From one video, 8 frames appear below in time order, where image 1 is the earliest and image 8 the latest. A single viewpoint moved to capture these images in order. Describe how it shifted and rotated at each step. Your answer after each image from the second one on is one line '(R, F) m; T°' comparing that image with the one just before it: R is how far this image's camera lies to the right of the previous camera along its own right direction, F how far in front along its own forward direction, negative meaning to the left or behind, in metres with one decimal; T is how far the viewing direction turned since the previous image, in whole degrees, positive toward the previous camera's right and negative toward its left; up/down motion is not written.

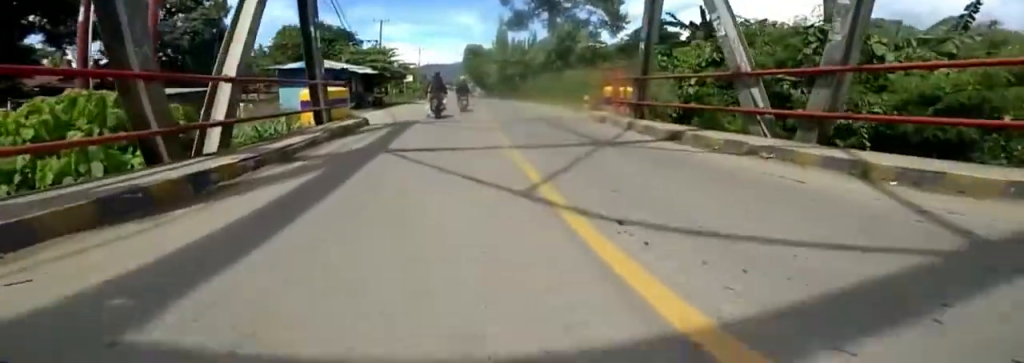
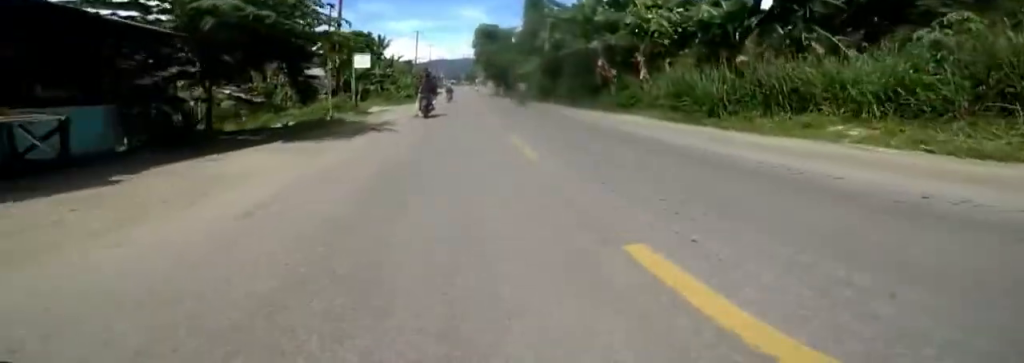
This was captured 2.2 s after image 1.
(0.0, +18.5) m; 0°
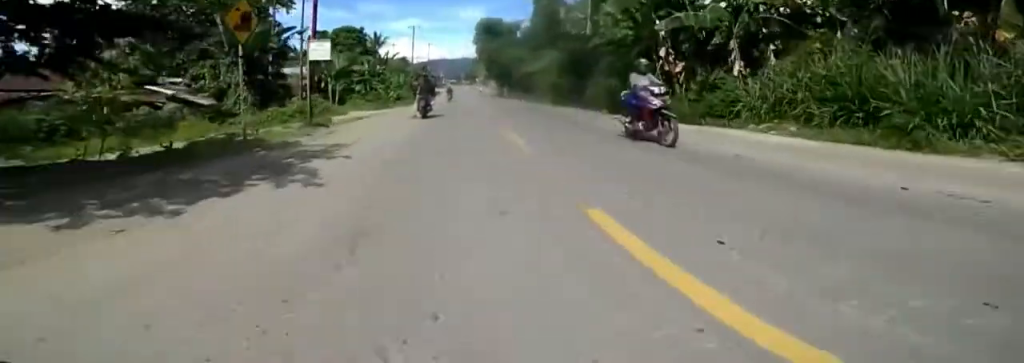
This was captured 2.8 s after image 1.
(0.0, +4.7) m; 0°
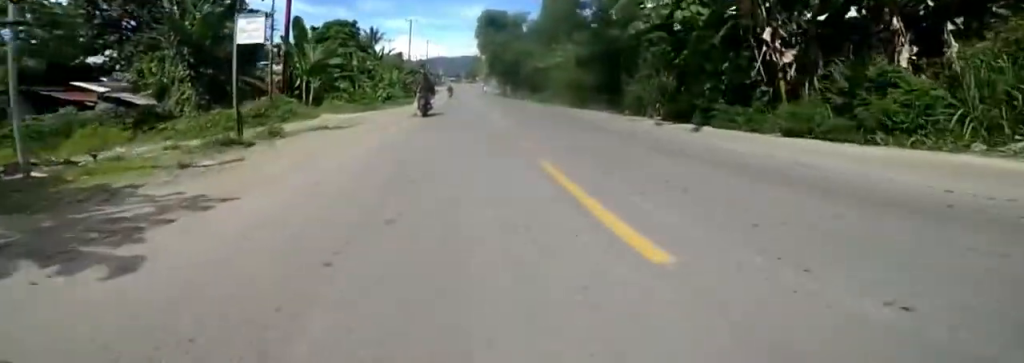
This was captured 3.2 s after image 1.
(0.0, +3.7) m; 0°
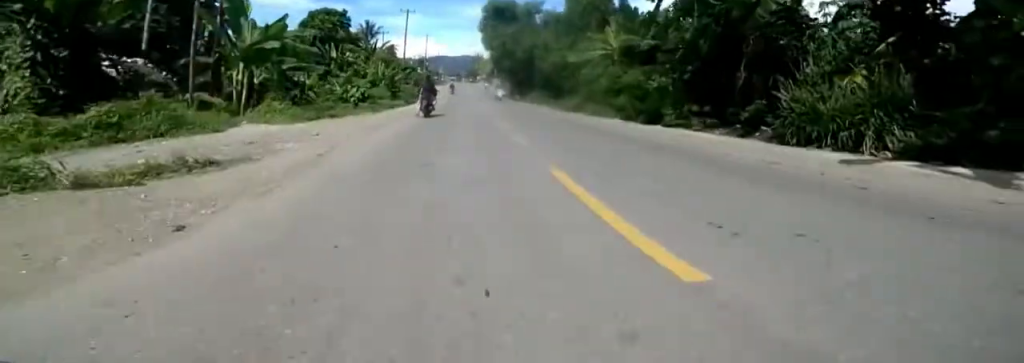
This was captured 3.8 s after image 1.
(0.0, +5.7) m; 0°
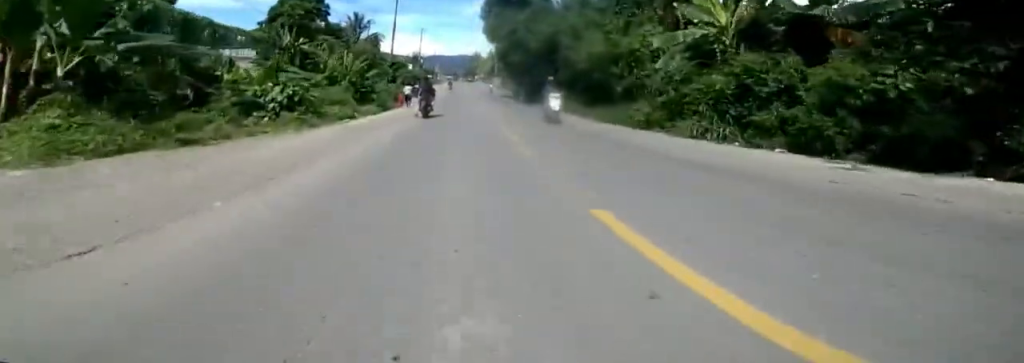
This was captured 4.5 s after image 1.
(0.0, +6.8) m; +1°
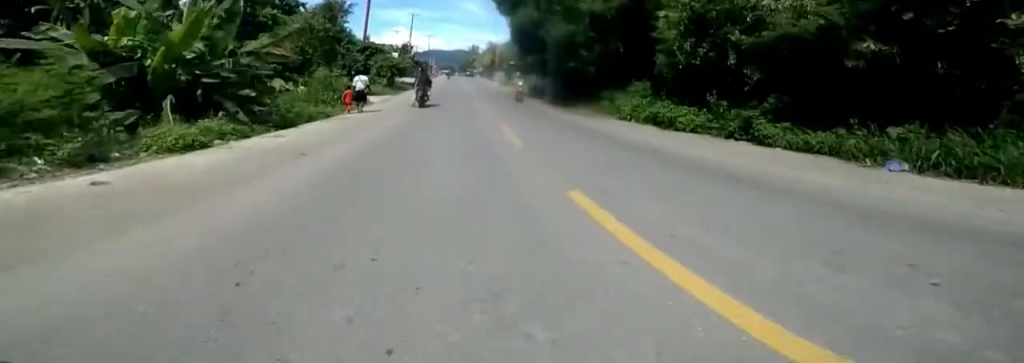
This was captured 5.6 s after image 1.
(+0.2, +10.4) m; +3°
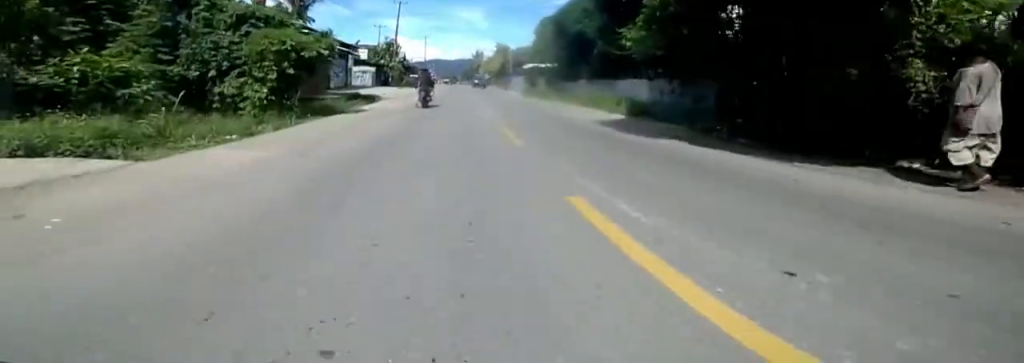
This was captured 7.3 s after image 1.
(-0.2, +16.8) m; -4°
